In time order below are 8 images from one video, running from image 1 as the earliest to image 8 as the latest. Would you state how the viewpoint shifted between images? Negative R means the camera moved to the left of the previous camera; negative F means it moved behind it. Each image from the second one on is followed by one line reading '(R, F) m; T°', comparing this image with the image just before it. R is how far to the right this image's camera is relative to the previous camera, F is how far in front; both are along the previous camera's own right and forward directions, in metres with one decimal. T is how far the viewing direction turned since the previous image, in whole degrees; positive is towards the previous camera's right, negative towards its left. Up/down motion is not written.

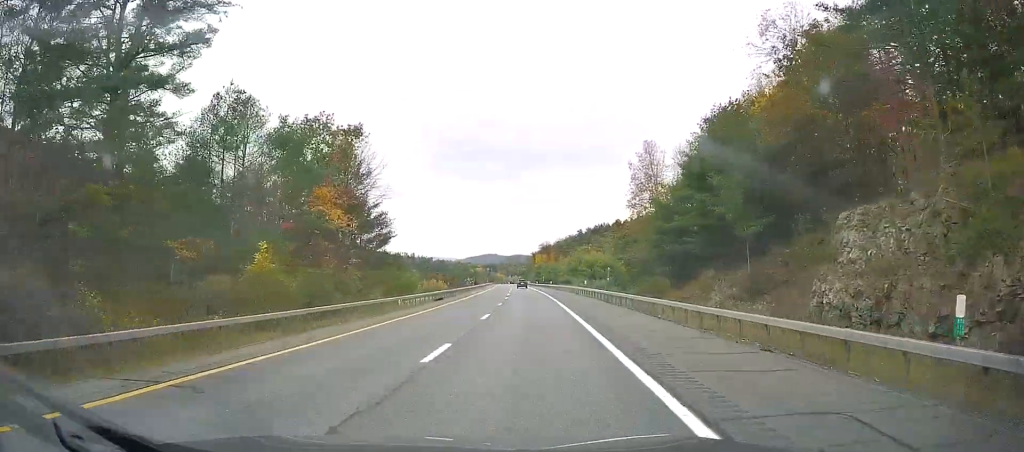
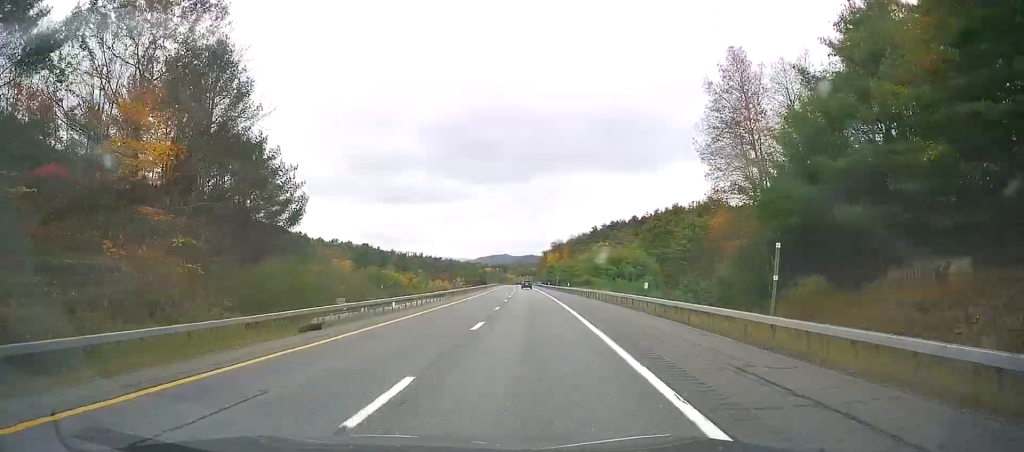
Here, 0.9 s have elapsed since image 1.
(-0.6, +29.4) m; -2°
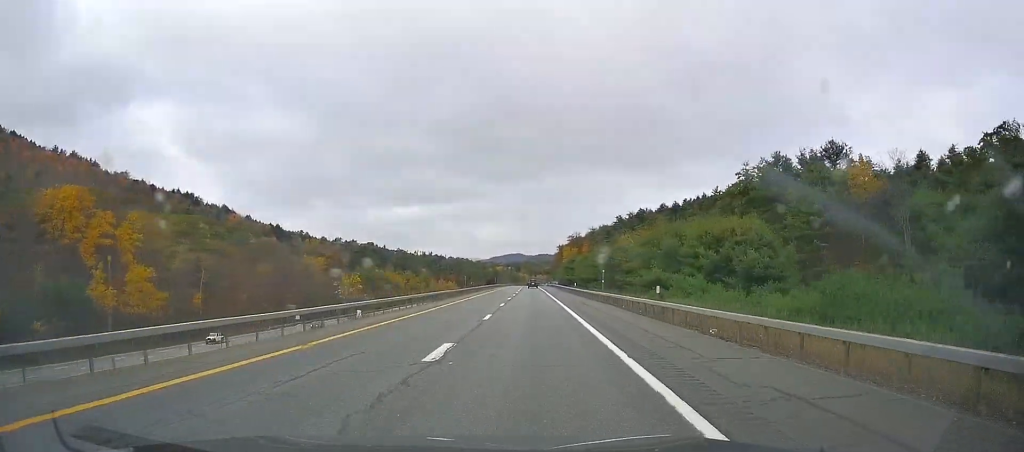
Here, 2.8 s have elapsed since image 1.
(-0.2, +56.8) m; -1°
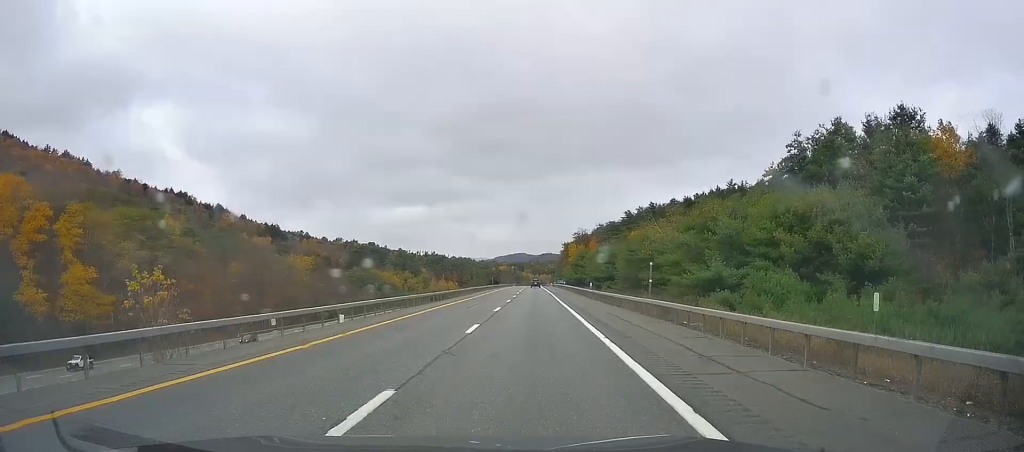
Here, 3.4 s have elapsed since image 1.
(+0.2, +18.7) m; -1°
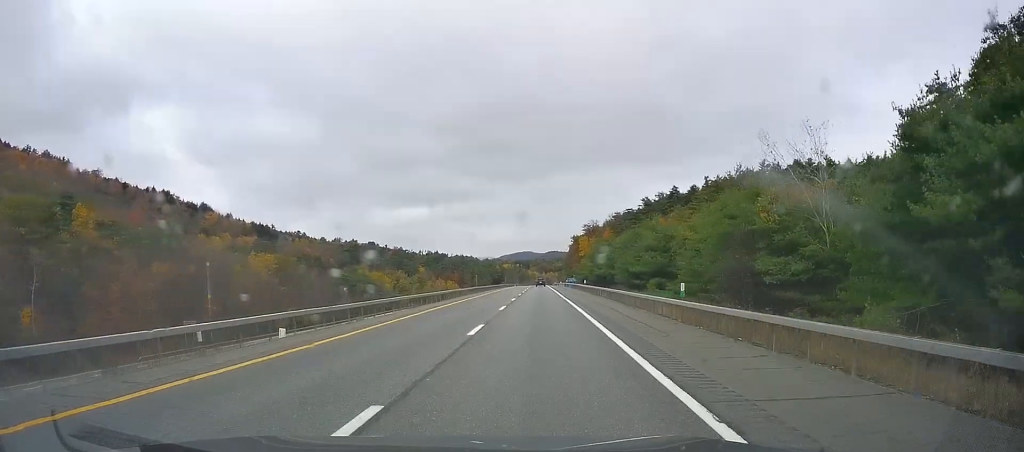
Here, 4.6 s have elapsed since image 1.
(-1.0, +38.3) m; -1°
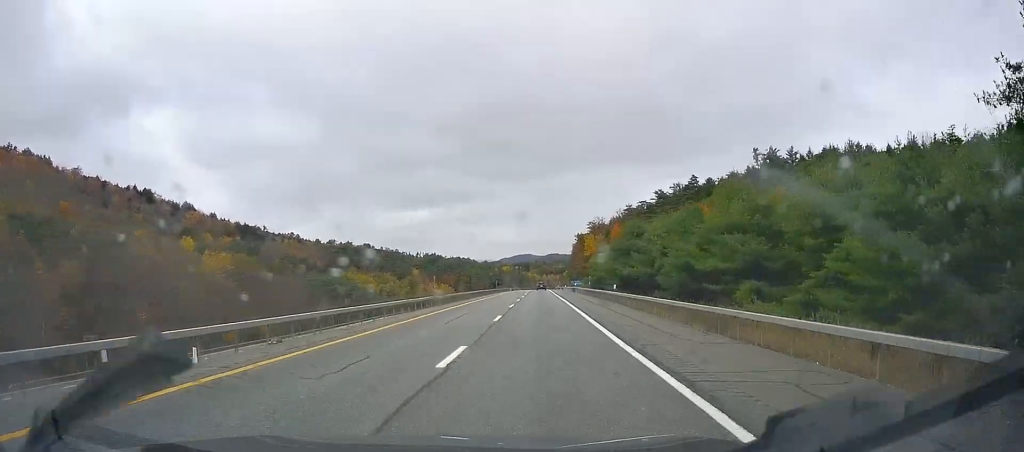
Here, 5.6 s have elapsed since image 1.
(+0.2, +30.0) m; 0°
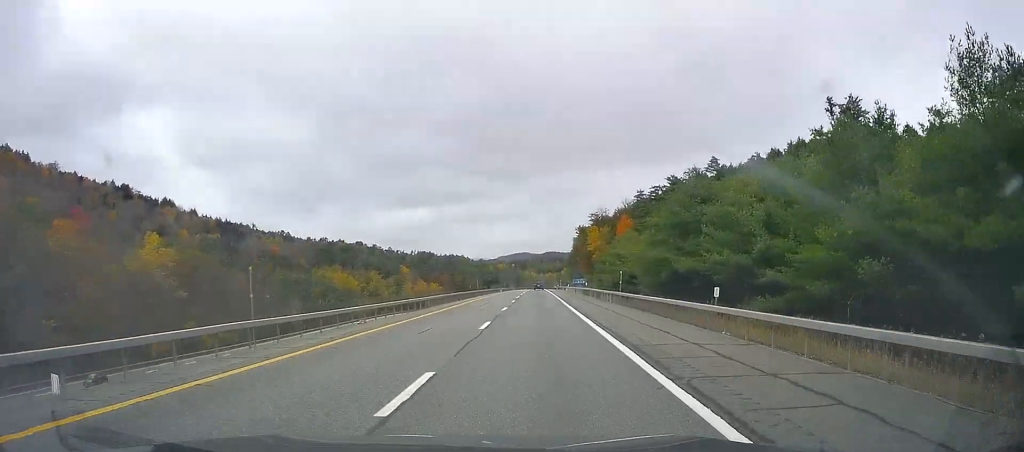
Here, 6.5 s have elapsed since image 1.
(0.0, +28.5) m; -1°
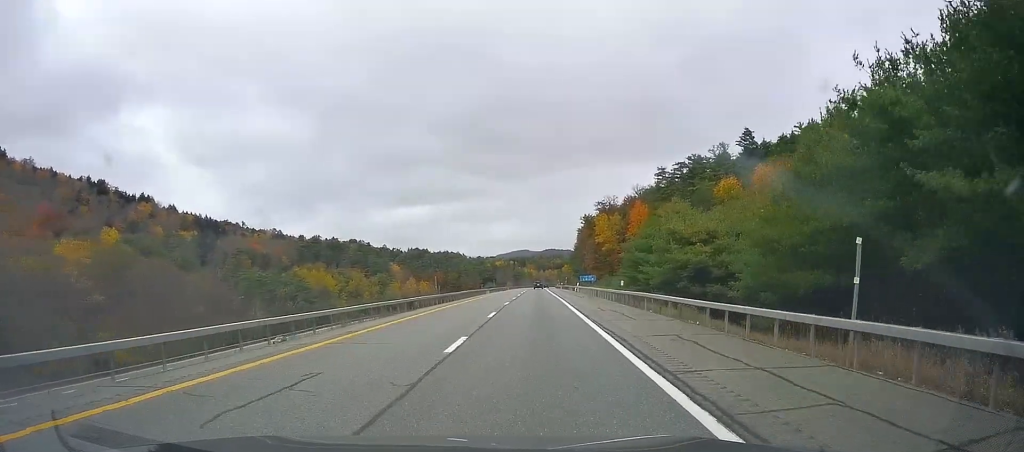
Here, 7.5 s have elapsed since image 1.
(-0.3, +31.4) m; -1°
